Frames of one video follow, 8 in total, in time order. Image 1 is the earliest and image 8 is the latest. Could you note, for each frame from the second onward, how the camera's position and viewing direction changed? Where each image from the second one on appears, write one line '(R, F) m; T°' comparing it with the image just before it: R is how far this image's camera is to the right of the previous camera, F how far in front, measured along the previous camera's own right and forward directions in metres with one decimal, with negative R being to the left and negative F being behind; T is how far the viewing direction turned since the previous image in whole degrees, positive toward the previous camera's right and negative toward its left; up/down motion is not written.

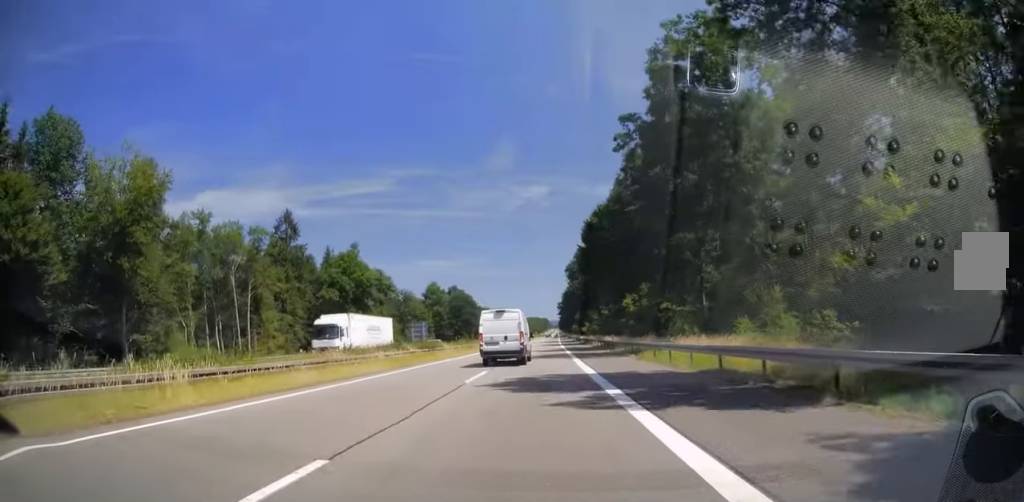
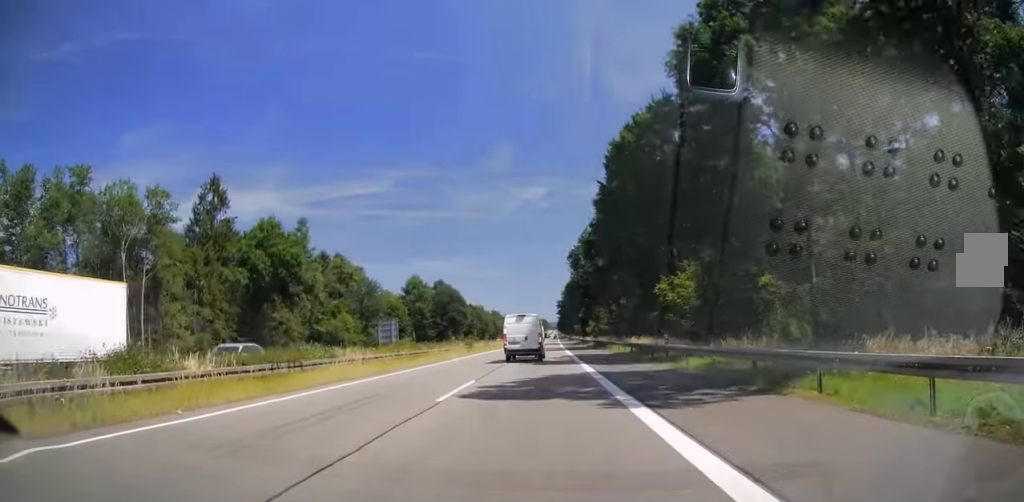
(0.0, +23.1) m; 0°
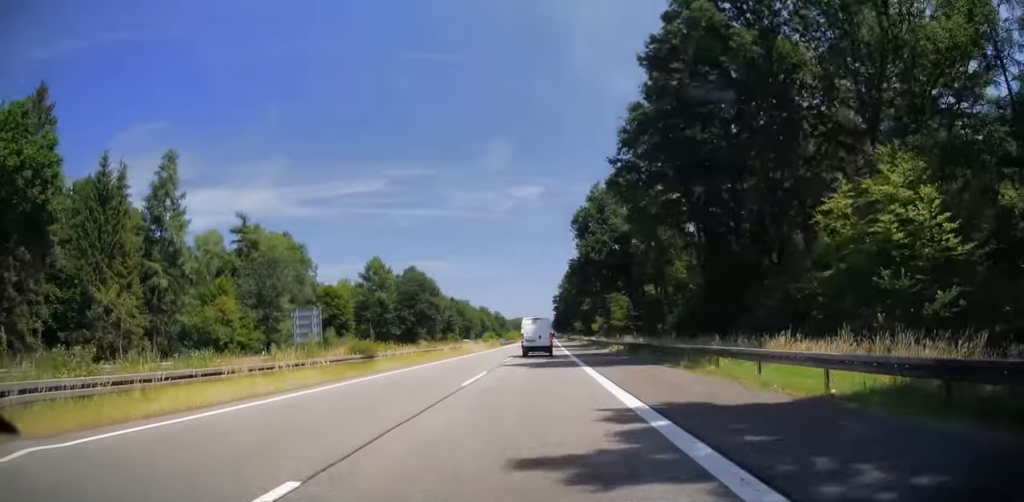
(+0.2, +32.3) m; 0°
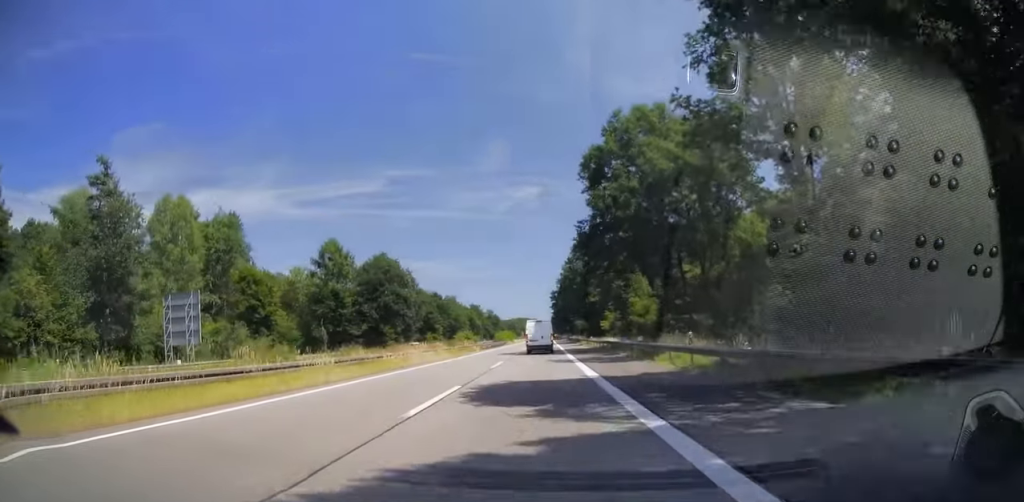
(0.0, +24.5) m; 0°
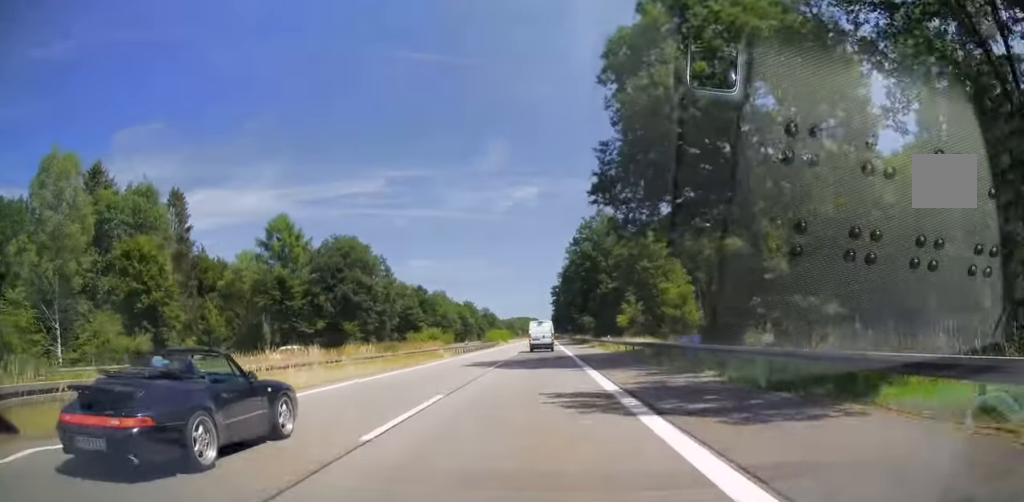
(0.0, +20.2) m; 0°
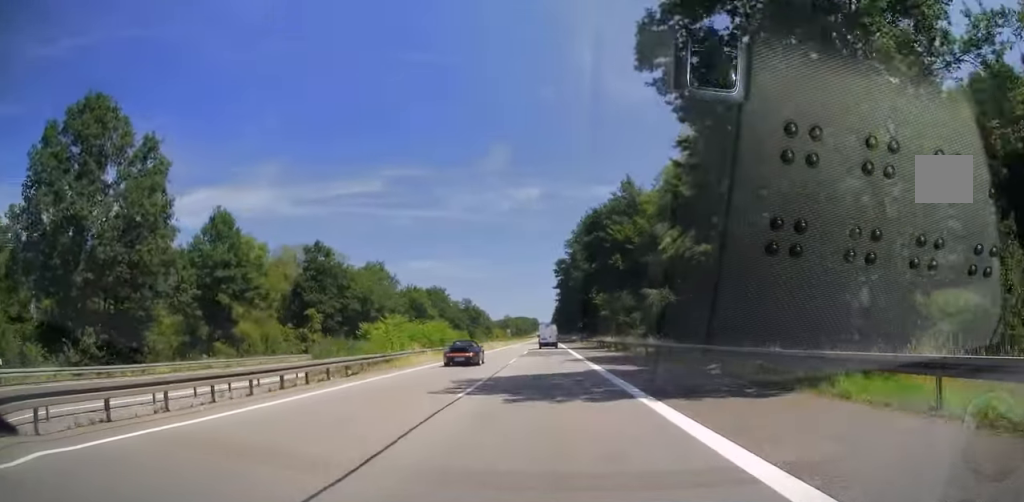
(+0.5, +66.5) m; +1°
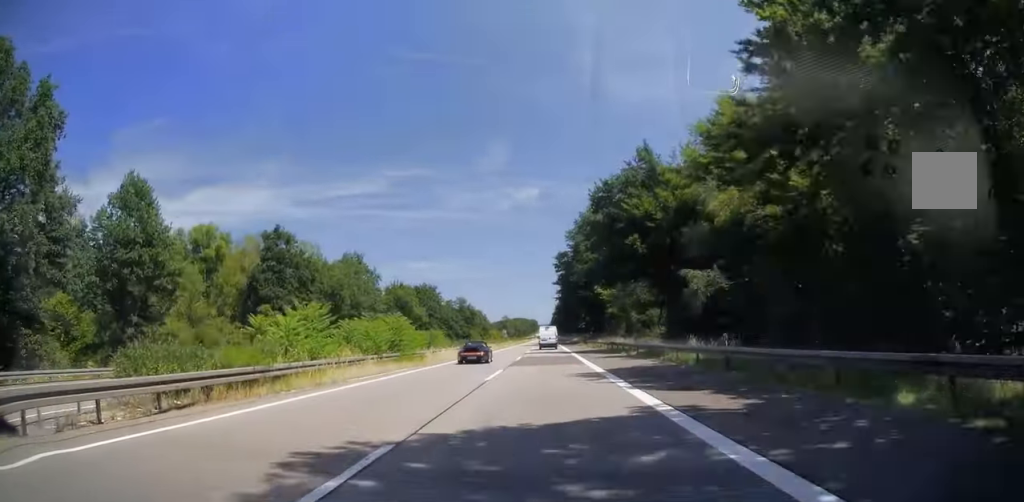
(+0.2, +12.3) m; 0°
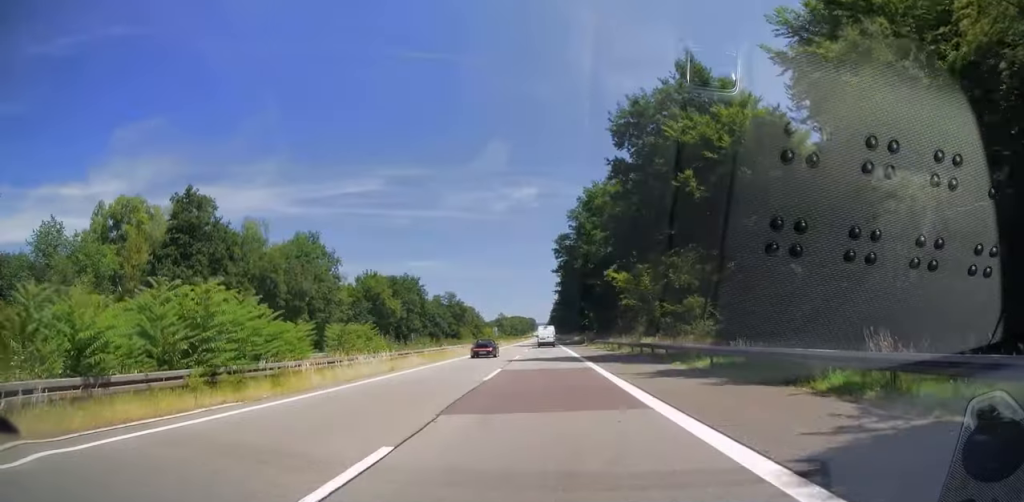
(0.0, +18.2) m; 0°
